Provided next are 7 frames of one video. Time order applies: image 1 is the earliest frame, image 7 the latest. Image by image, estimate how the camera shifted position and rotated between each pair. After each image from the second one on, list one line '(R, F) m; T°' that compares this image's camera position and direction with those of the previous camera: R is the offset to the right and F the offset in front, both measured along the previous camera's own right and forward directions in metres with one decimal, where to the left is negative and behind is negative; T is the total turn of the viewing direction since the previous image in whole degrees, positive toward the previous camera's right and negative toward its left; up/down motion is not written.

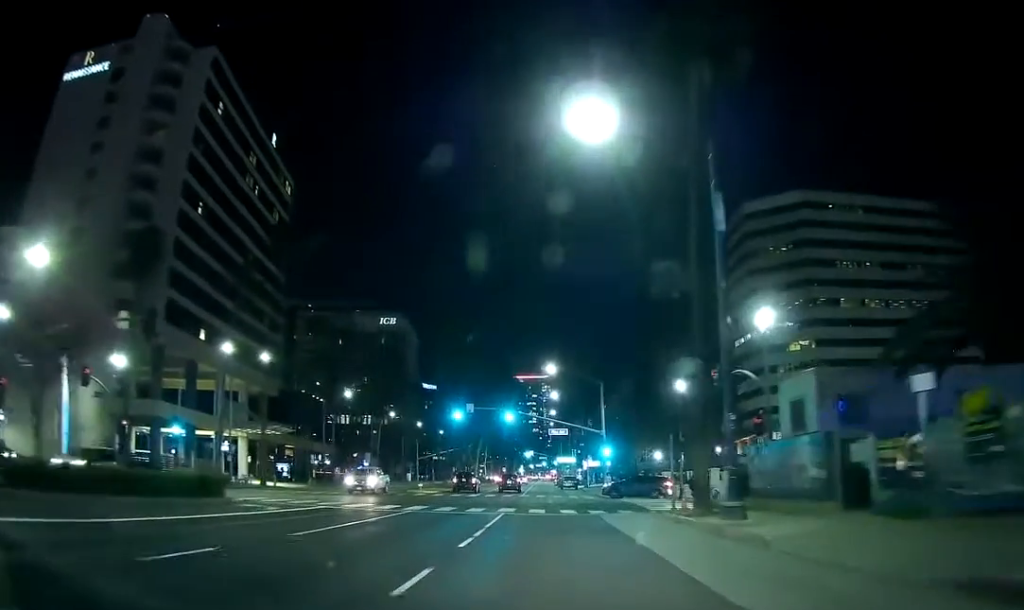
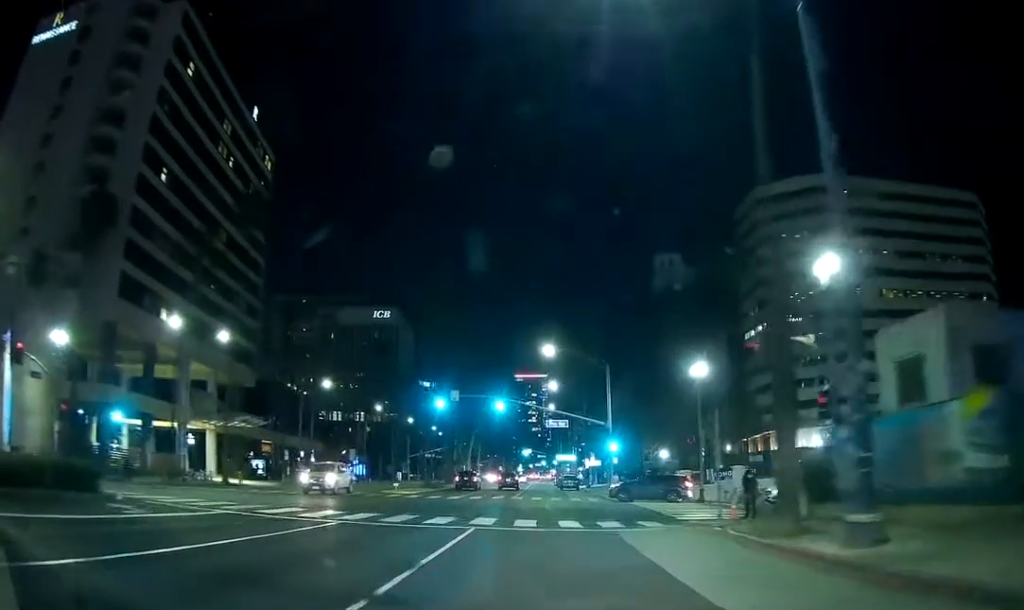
(+0.1, +8.9) m; +1°
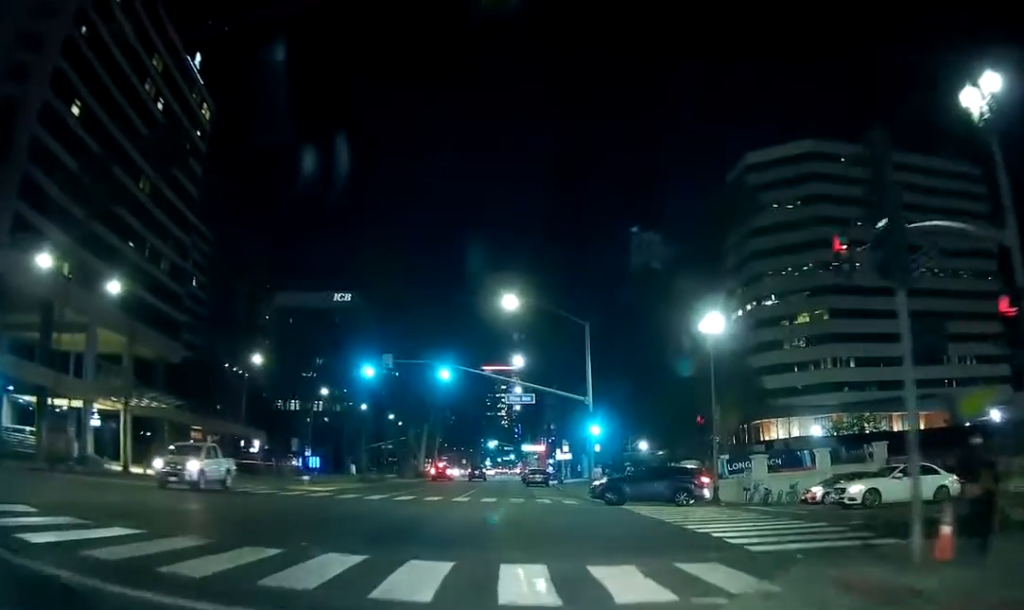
(+0.3, +12.6) m; +3°
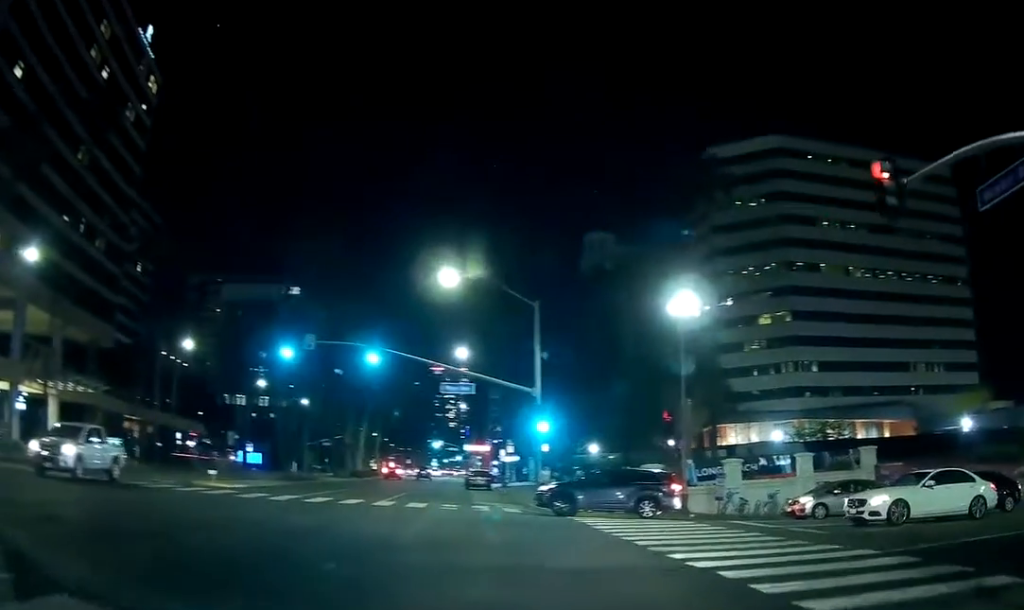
(+0.1, +5.7) m; +10°
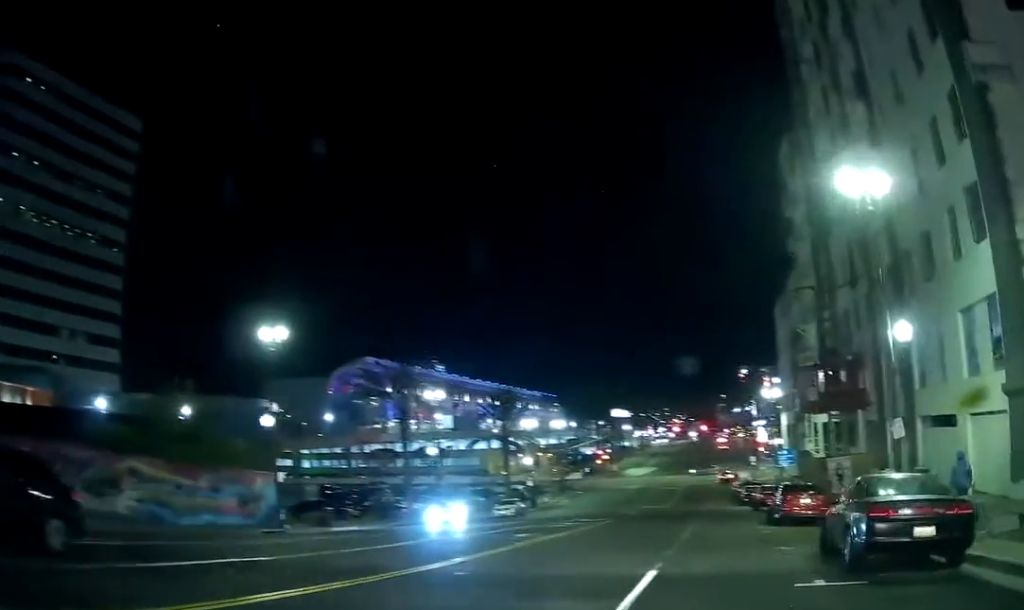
(+8.4, +15.0) m; +51°
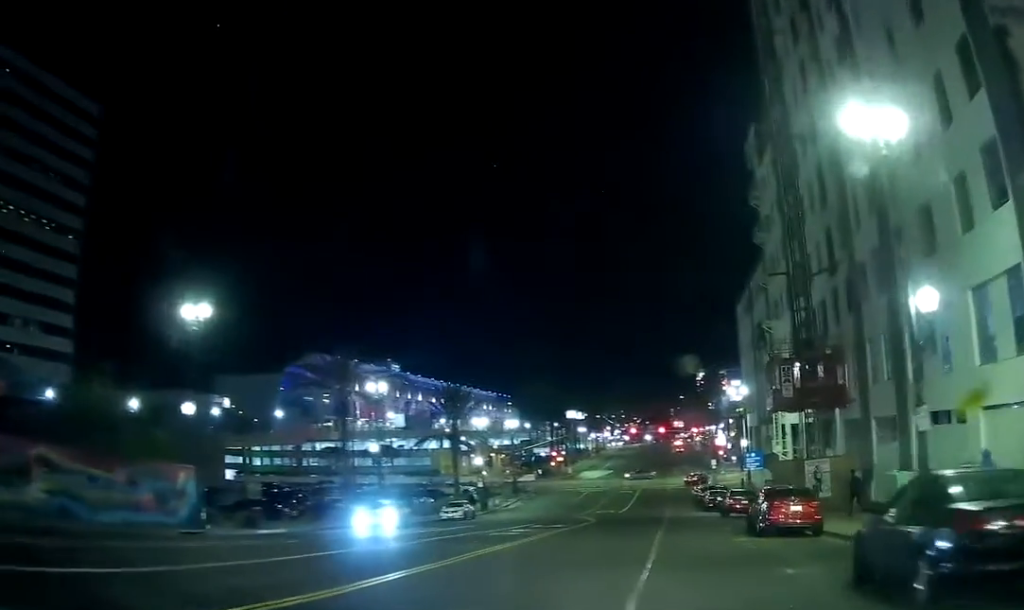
(+0.3, +3.8) m; +6°
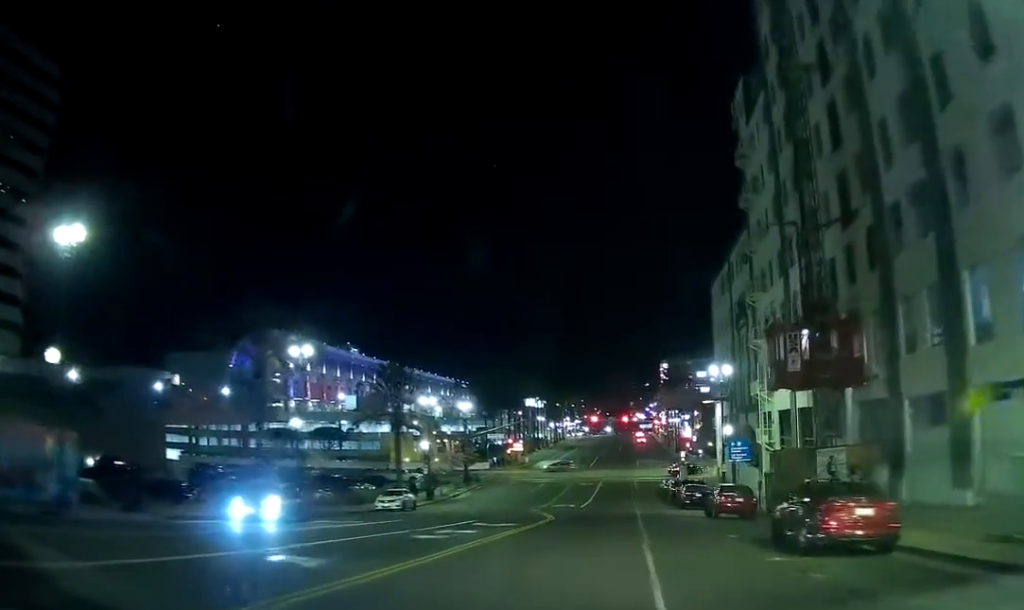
(+0.7, +7.5) m; +8°
